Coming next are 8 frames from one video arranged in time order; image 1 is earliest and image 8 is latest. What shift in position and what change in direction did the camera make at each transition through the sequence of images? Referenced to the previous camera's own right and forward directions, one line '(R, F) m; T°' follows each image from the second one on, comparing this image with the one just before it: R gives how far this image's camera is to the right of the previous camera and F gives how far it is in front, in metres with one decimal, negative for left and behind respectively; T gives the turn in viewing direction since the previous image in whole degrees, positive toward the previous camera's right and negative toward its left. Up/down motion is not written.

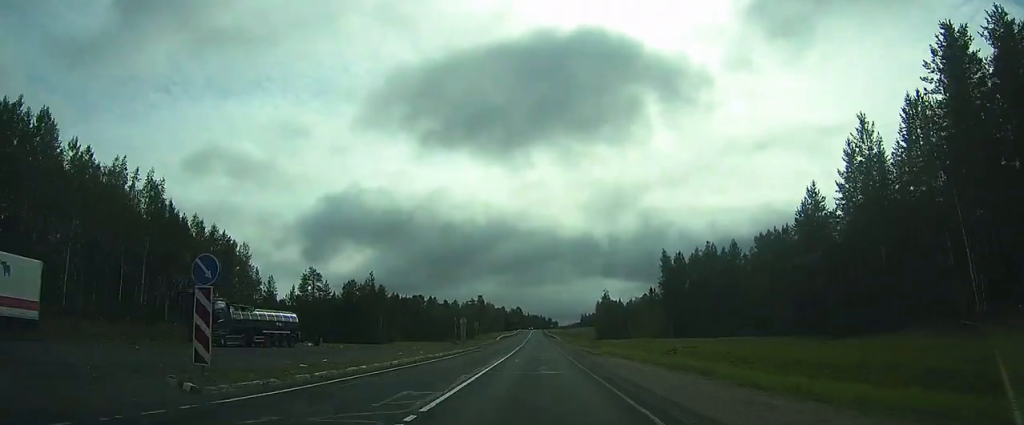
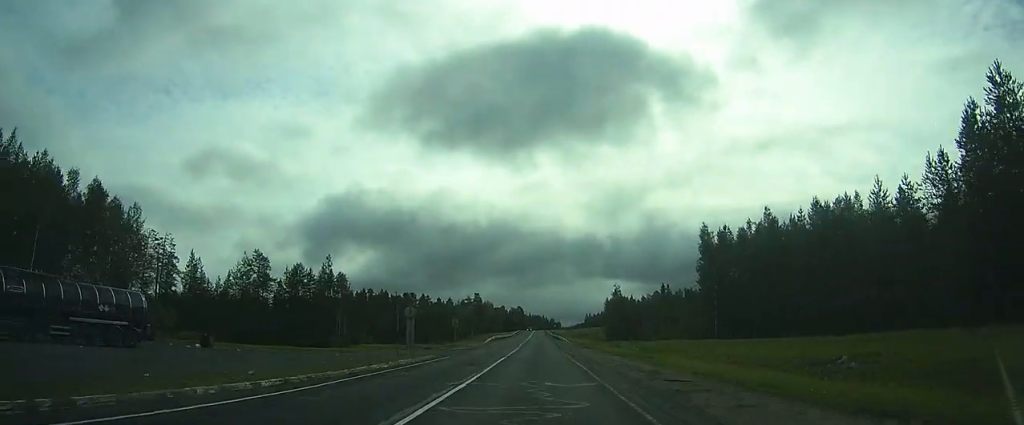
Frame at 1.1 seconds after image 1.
(0.0, +23.5) m; 0°
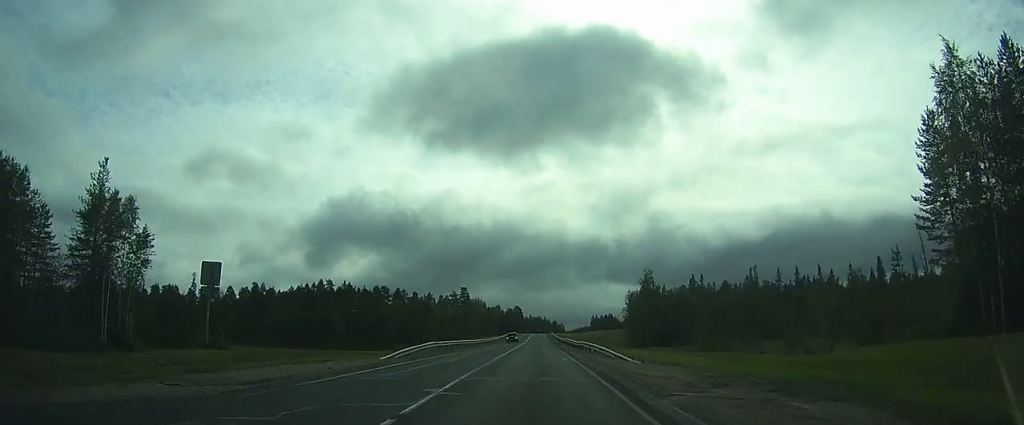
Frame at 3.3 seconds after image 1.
(+0.3, +48.7) m; +1°
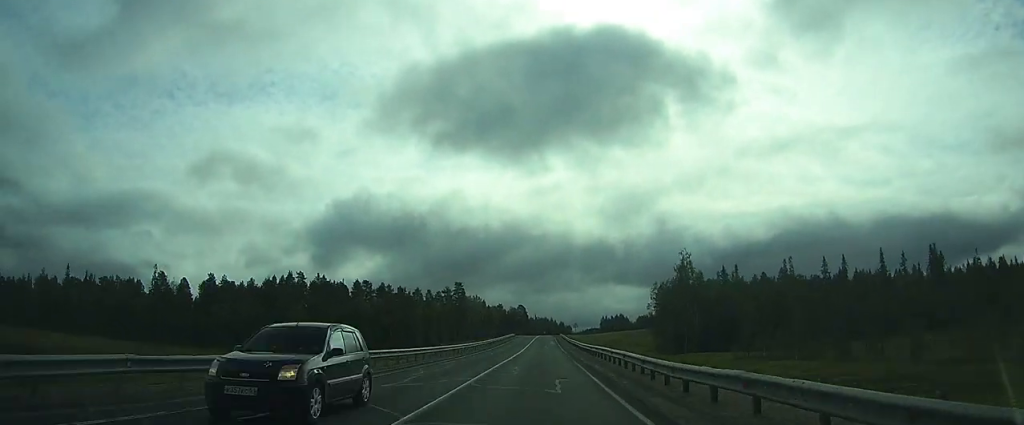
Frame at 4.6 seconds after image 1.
(+0.3, +29.0) m; +1°
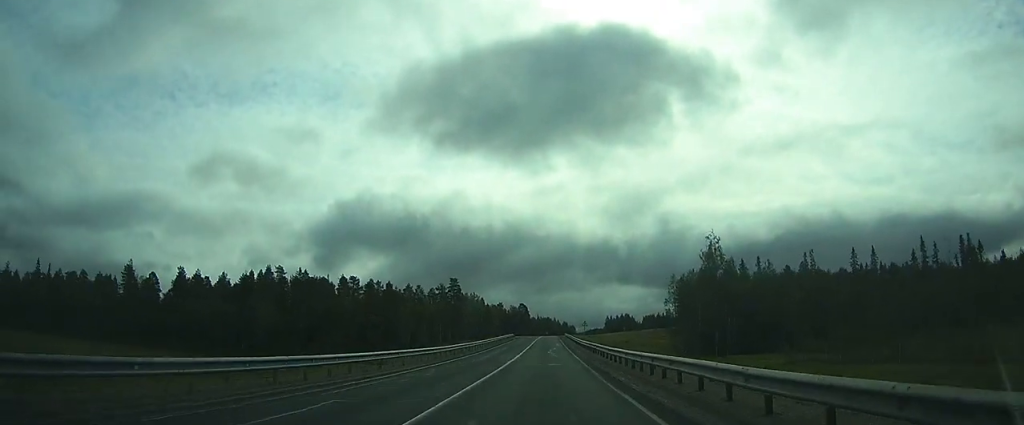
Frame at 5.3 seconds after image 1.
(+0.2, +15.2) m; 0°
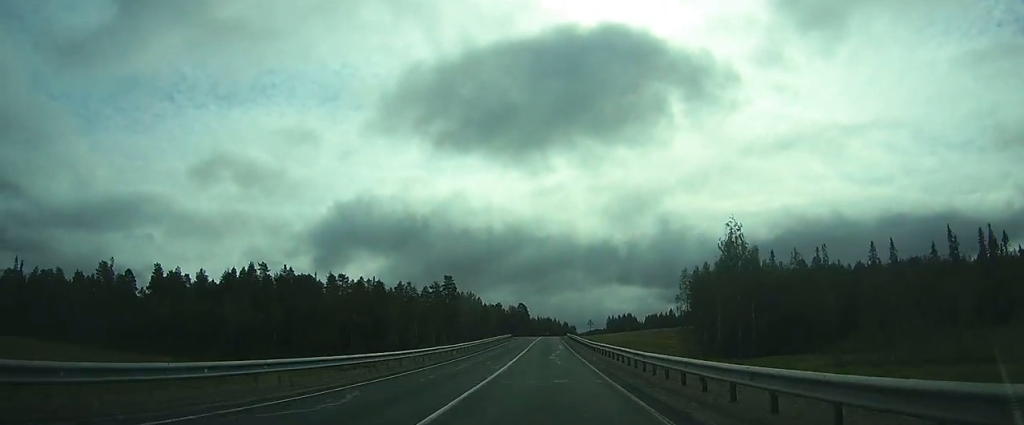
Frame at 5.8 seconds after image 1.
(-0.1, +9.5) m; 0°
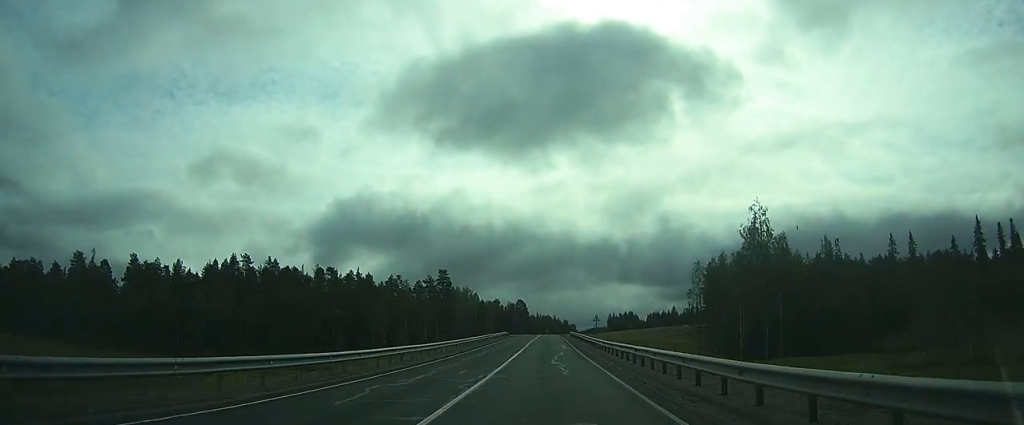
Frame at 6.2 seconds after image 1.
(0.0, +8.8) m; 0°
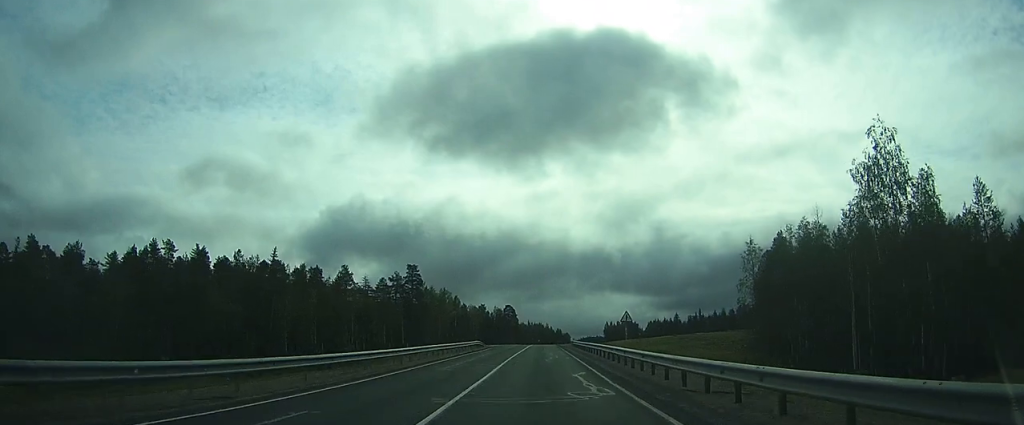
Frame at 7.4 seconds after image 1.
(-0.2, +27.9) m; -1°
